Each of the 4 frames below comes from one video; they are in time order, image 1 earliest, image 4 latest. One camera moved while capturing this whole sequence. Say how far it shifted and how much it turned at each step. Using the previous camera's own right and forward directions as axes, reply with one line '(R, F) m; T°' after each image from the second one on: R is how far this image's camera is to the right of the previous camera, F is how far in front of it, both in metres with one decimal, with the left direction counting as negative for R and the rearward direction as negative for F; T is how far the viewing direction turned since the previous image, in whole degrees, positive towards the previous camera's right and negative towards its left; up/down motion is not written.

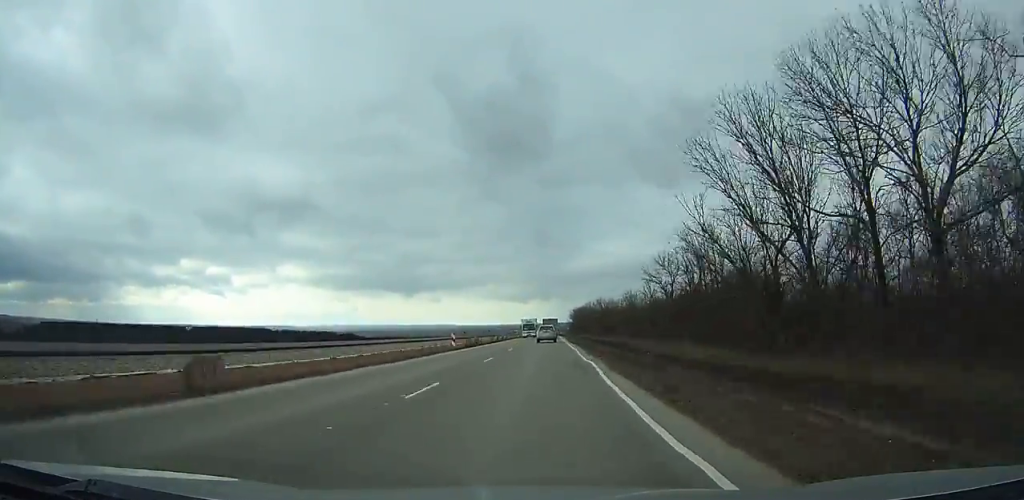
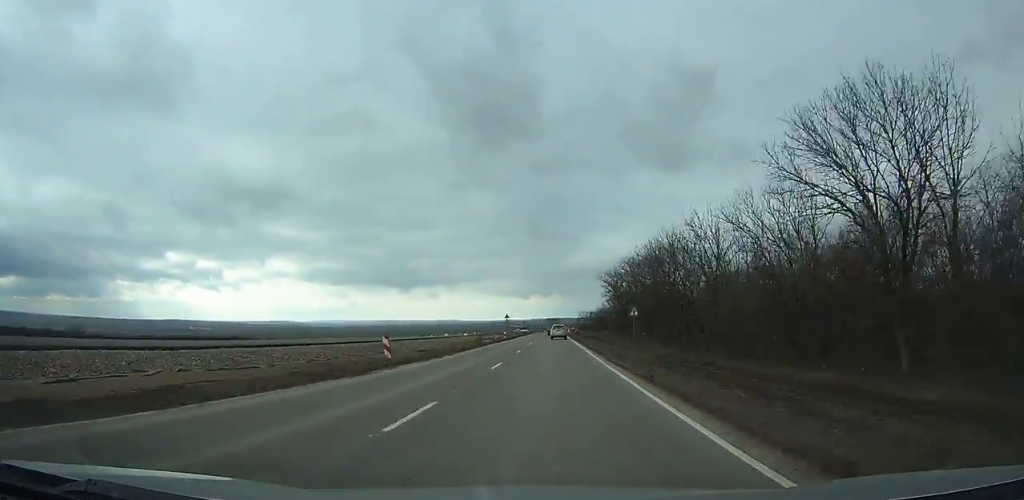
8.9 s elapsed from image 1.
(-2.6, +160.3) m; -1°
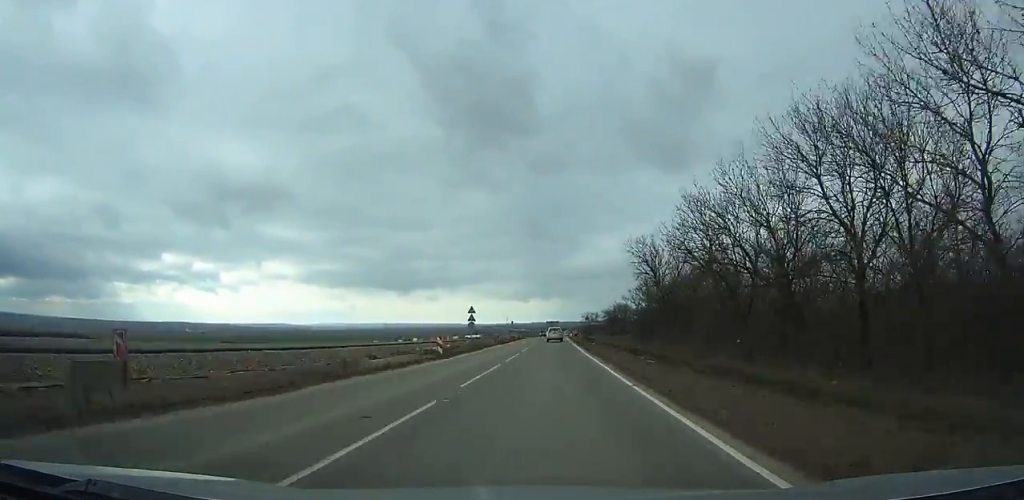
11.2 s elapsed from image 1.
(0.0, +41.7) m; 0°
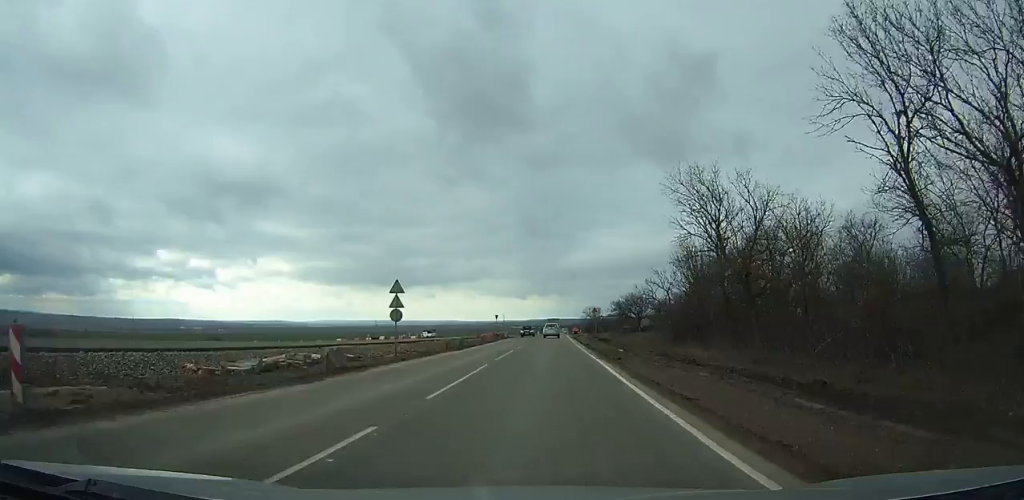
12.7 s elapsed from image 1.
(+0.1, +27.1) m; 0°
